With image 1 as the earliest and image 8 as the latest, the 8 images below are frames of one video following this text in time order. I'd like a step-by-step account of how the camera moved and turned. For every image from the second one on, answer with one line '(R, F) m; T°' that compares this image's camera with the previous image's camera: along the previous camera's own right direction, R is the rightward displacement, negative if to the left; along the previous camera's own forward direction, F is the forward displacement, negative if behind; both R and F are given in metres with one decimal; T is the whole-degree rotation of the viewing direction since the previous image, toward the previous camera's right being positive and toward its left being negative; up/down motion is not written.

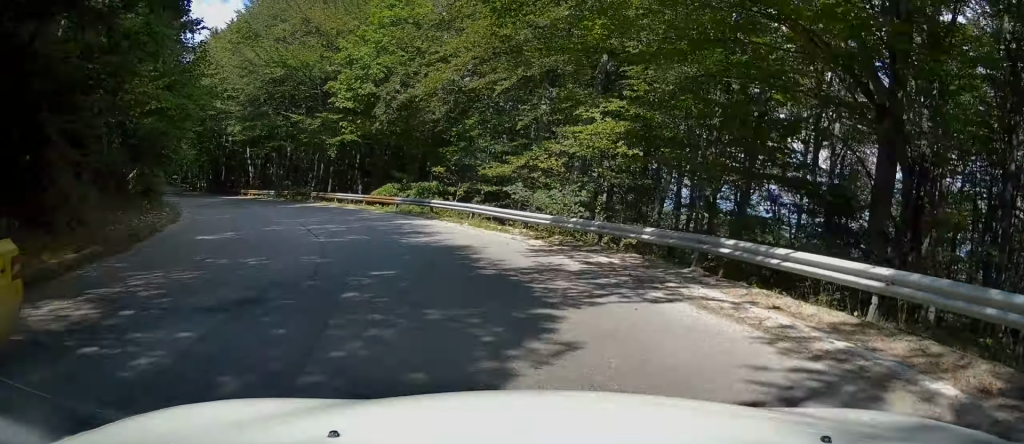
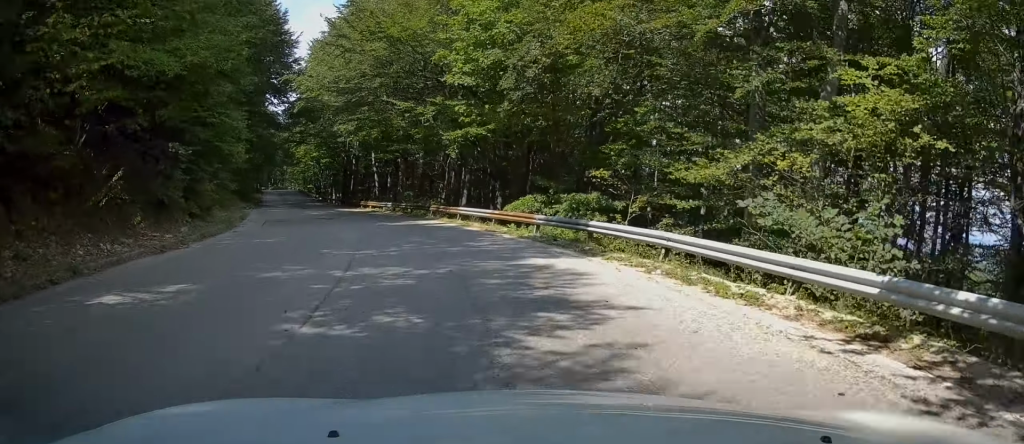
(-0.5, +9.4) m; -12°
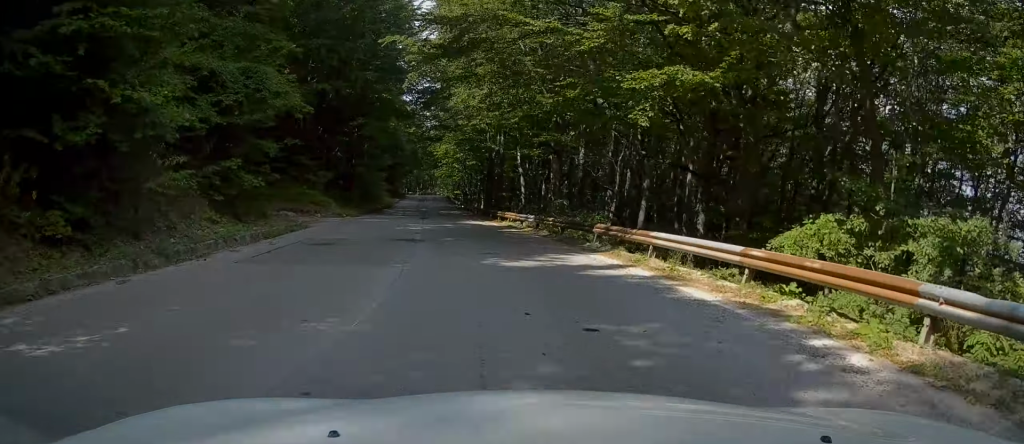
(-2.0, +13.1) m; -11°
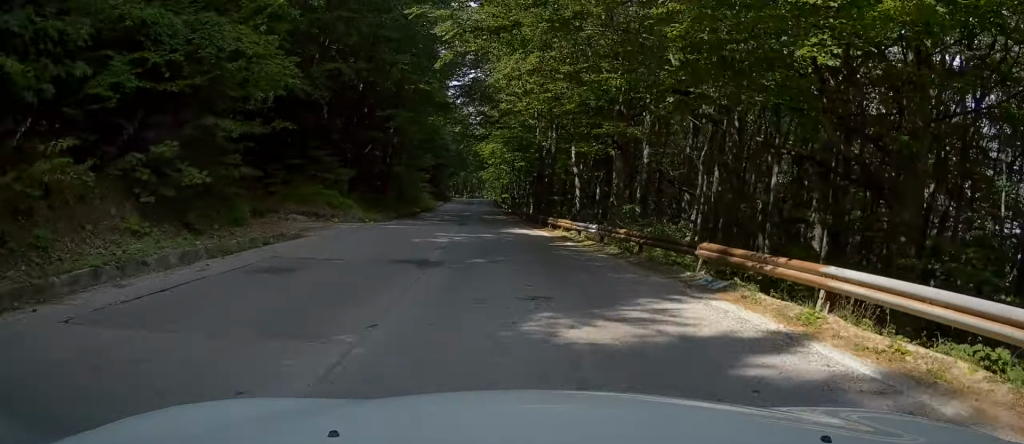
(-0.3, +6.1) m; -2°
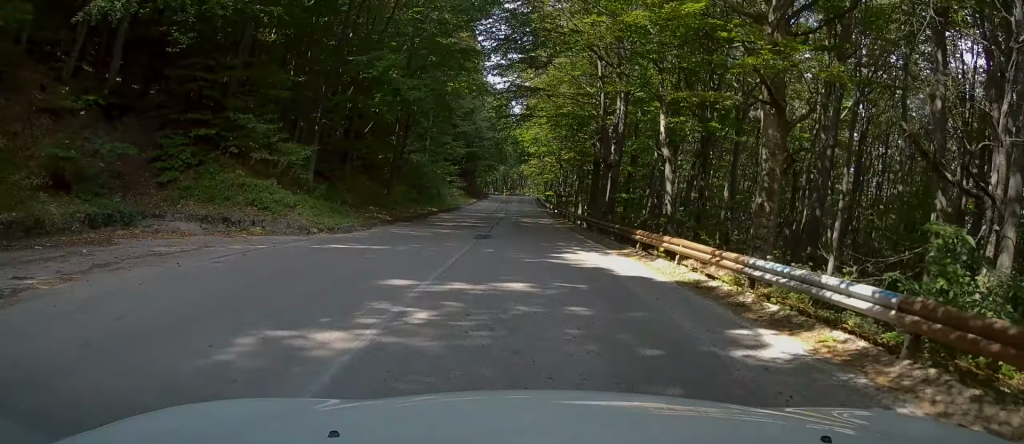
(-0.5, +13.8) m; -3°
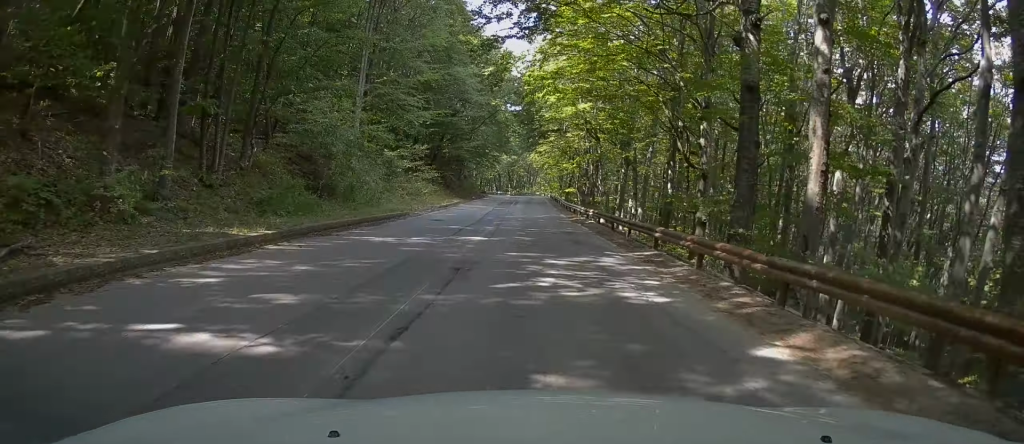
(-0.9, +29.1) m; -2°
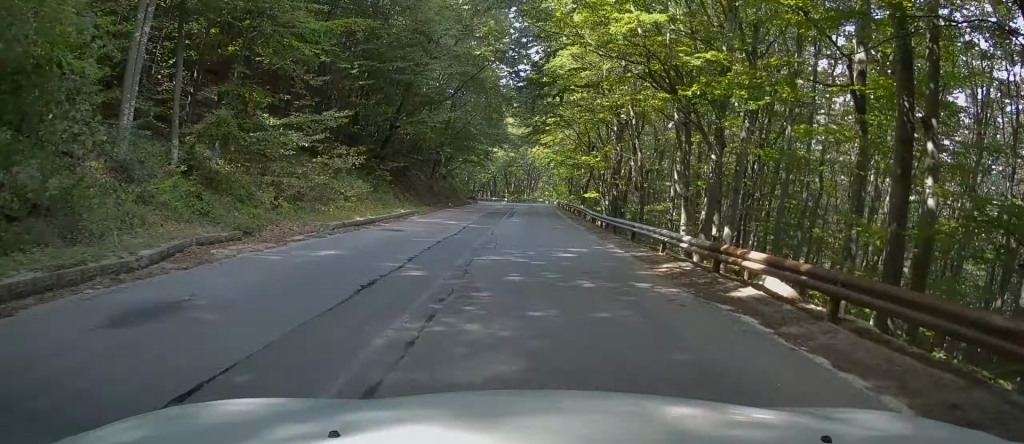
(0.0, +22.1) m; -1°
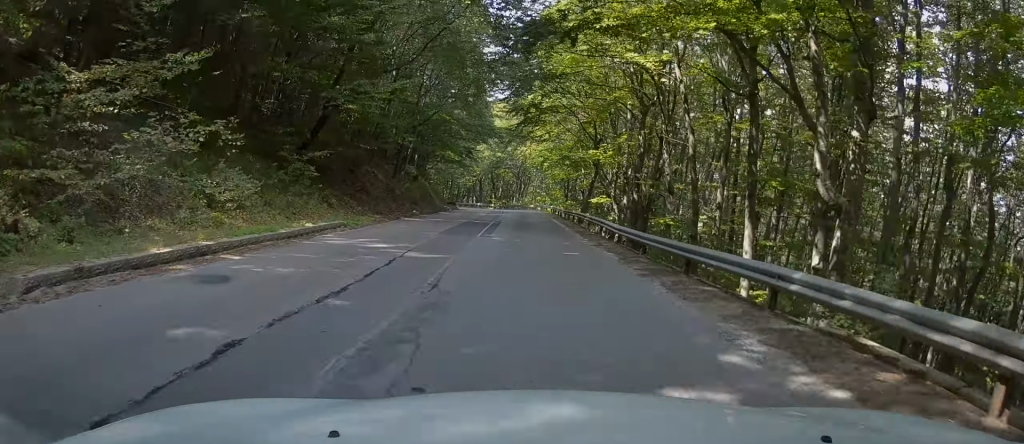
(-0.1, +11.6) m; -1°
